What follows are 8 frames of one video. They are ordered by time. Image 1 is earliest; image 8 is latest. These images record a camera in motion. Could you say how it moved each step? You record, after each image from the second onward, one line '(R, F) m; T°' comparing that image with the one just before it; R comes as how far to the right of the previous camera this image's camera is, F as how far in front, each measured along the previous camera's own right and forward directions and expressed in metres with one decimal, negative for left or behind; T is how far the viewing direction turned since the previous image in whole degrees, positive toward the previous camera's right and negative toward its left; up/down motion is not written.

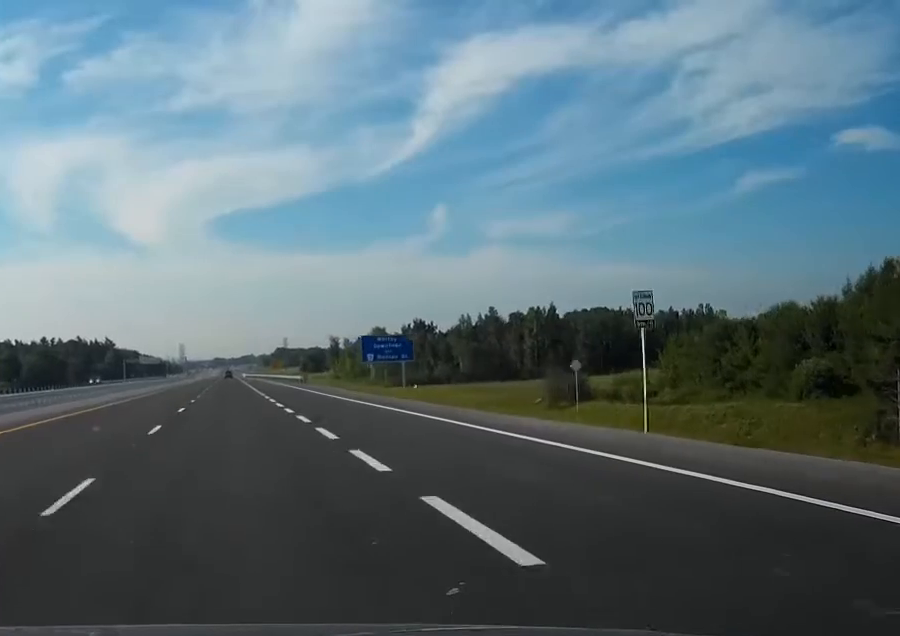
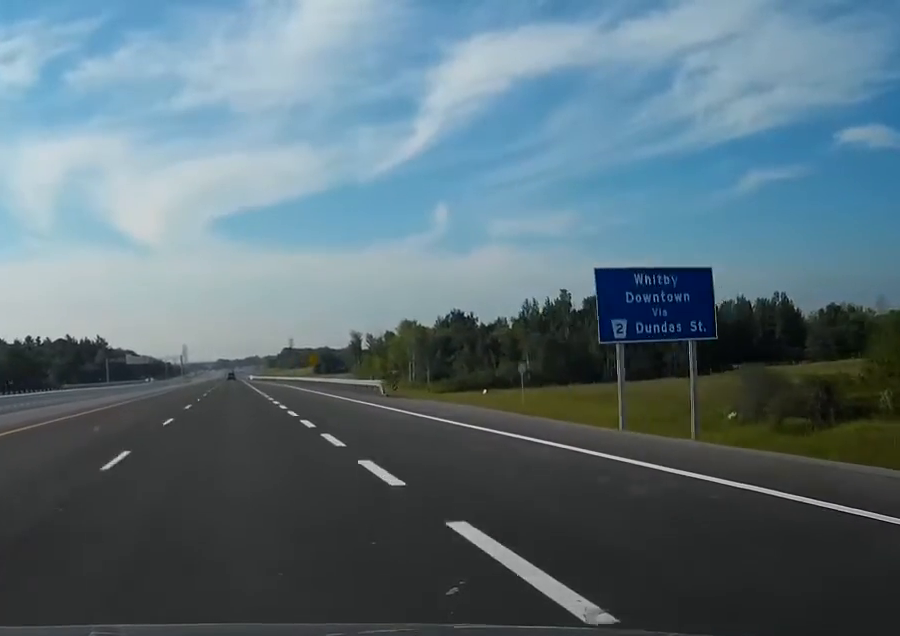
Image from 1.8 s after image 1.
(+0.1, +55.4) m; 0°
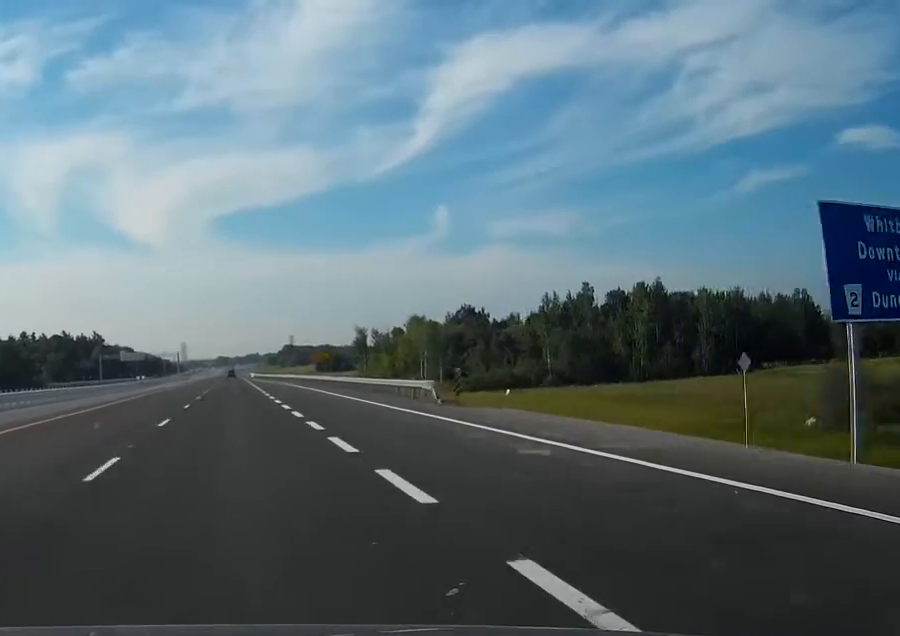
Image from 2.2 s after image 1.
(0.0, +13.6) m; 0°
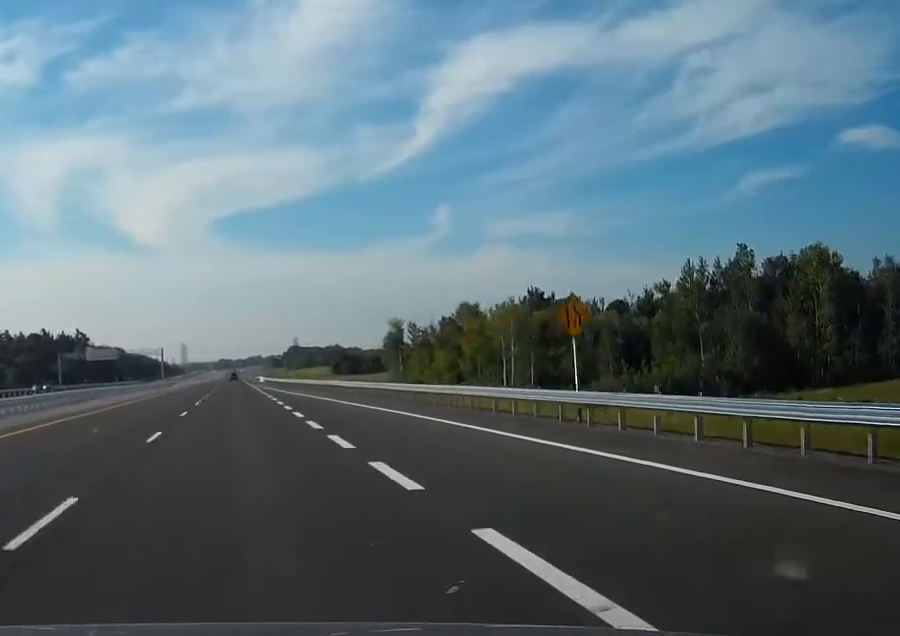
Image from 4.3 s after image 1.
(-0.1, +64.7) m; 0°
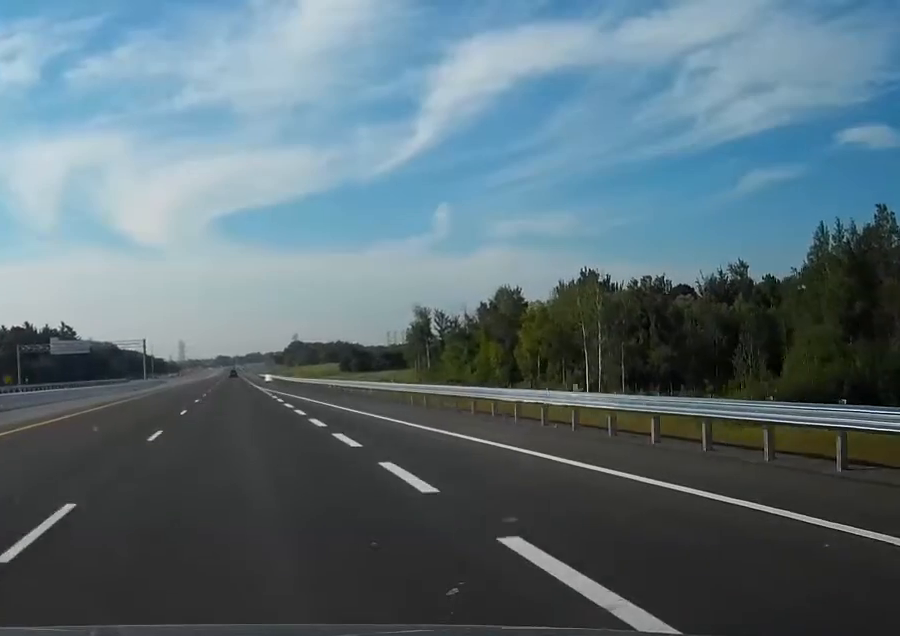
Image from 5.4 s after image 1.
(0.0, +36.4) m; 0°
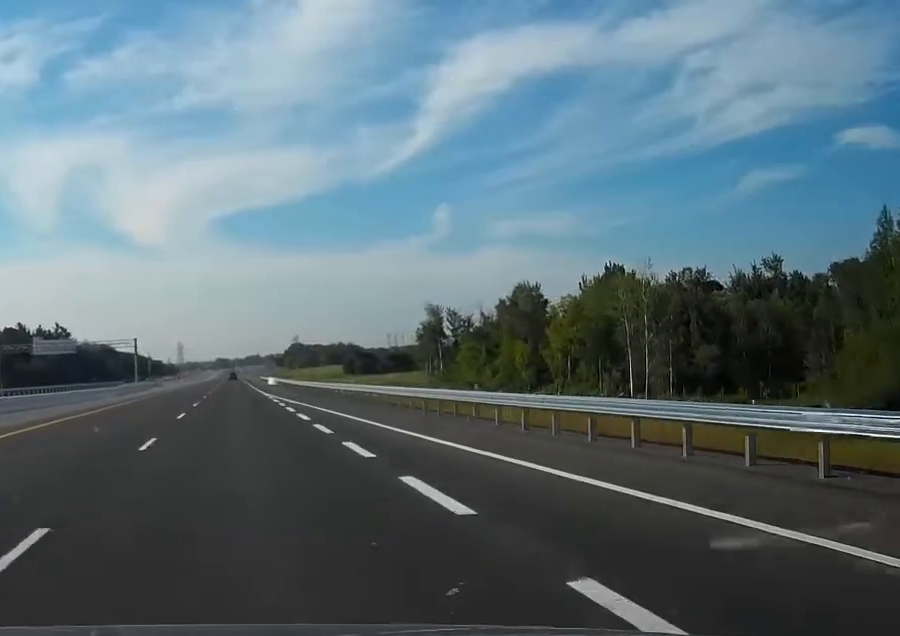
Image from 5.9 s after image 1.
(0.0, +13.6) m; 0°
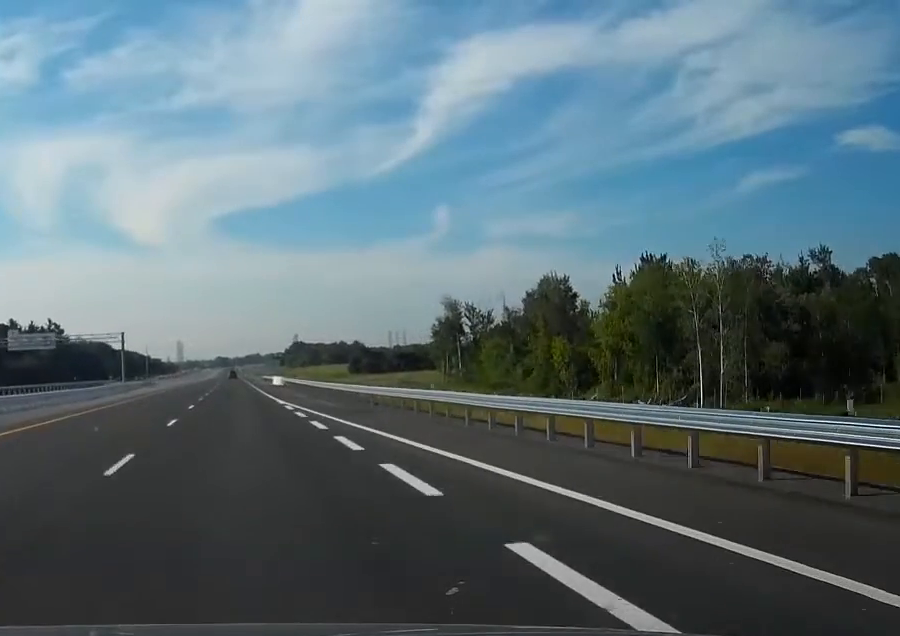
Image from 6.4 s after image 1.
(-0.1, +16.7) m; 0°
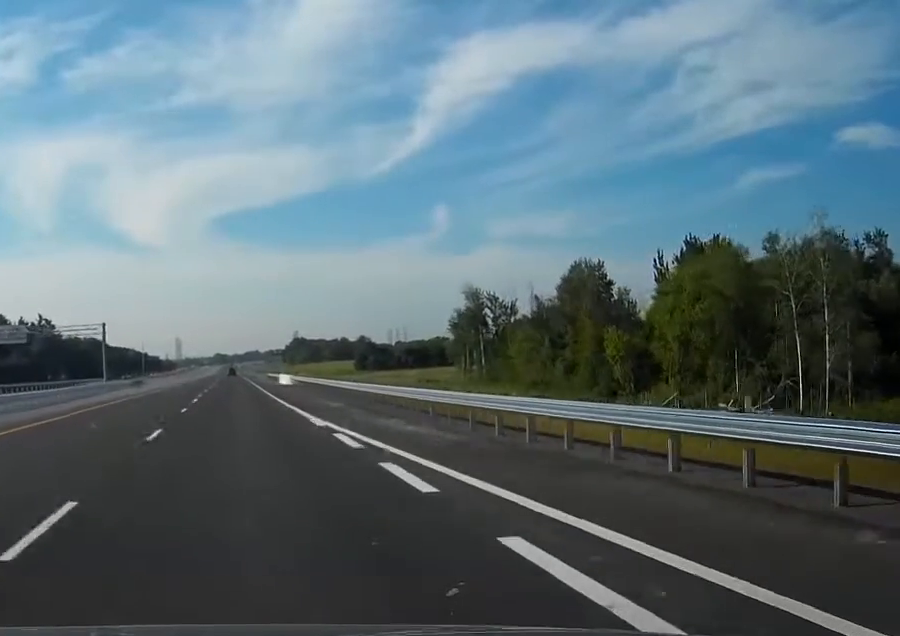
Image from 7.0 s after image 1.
(0.0, +17.7) m; 0°
